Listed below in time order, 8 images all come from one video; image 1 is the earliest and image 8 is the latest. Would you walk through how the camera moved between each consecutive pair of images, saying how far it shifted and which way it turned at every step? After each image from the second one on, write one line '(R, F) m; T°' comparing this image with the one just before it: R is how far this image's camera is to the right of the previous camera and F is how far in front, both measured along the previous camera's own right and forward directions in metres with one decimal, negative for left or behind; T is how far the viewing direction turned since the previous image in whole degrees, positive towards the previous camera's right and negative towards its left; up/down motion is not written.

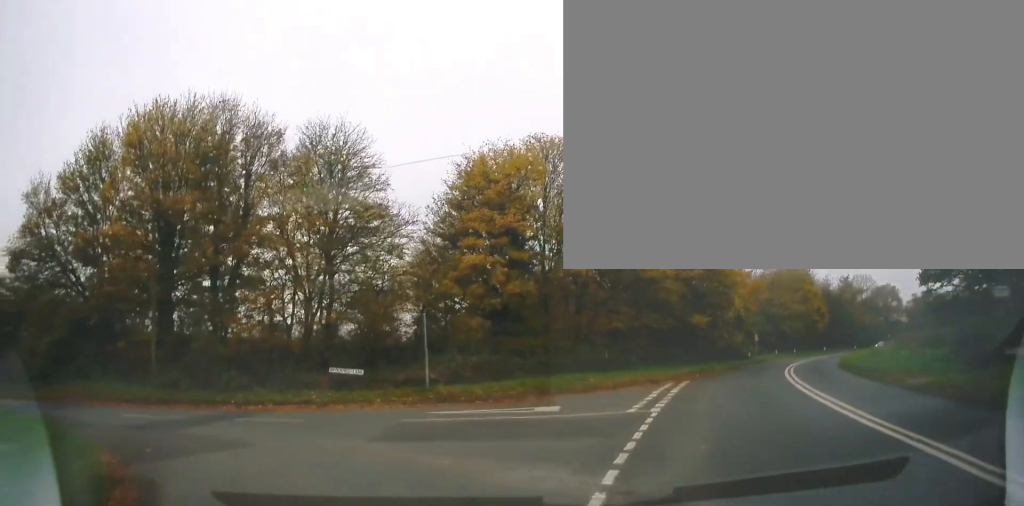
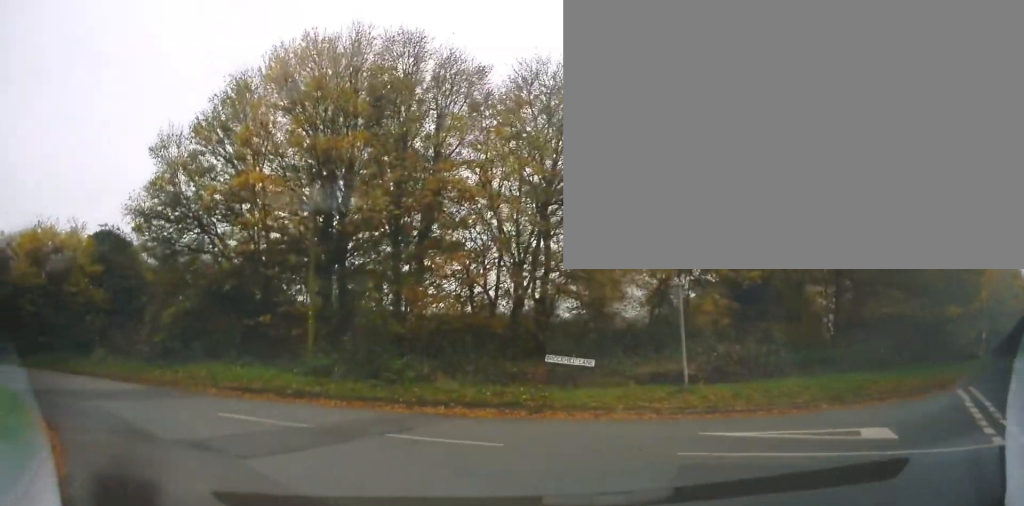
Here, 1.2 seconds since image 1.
(-0.7, +5.2) m; -20°
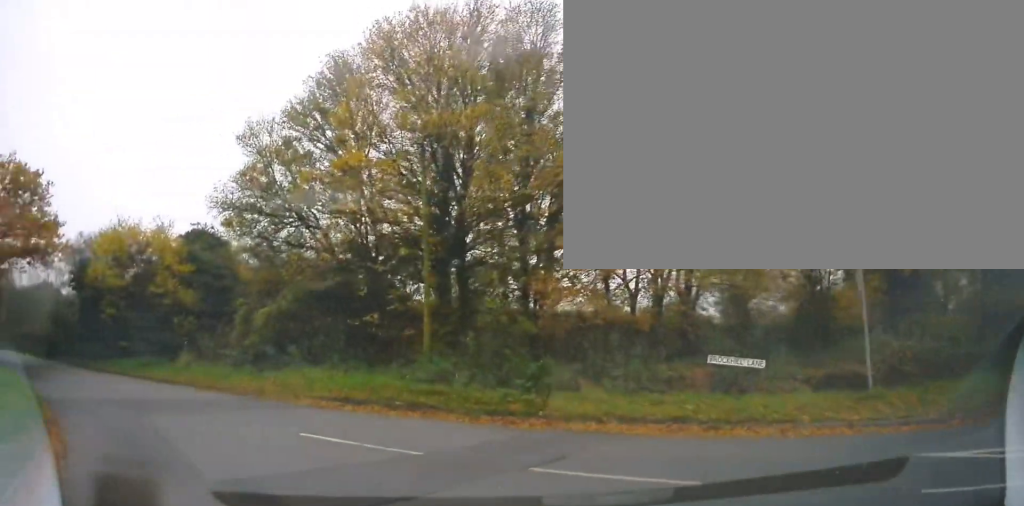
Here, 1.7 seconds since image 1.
(-0.3, +2.4) m; -10°
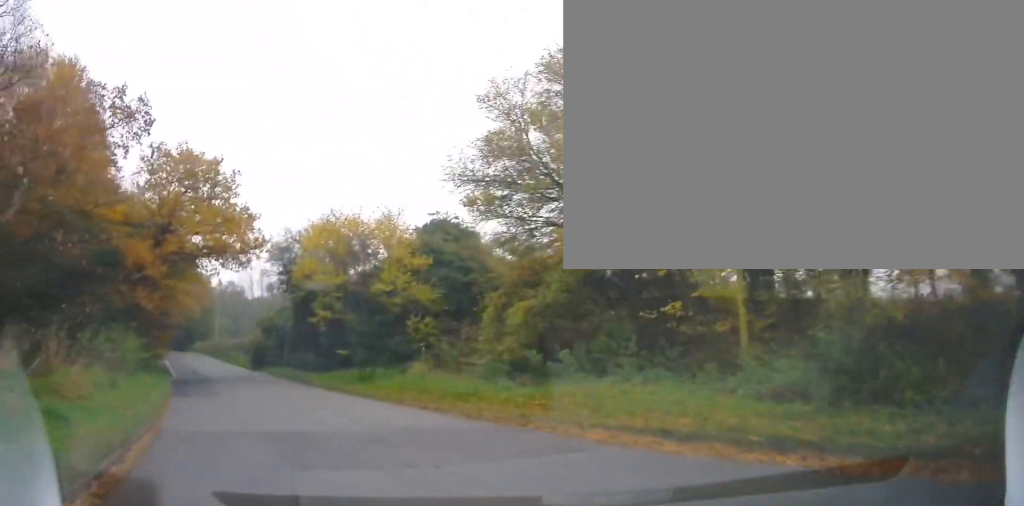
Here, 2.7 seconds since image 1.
(-0.4, +4.3) m; -25°
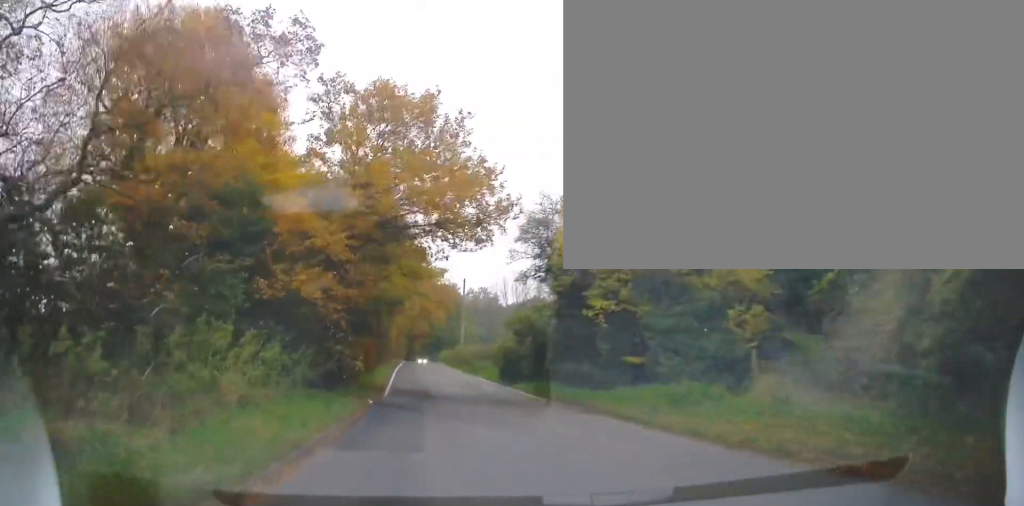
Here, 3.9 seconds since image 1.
(-2.1, +5.9) m; -27°
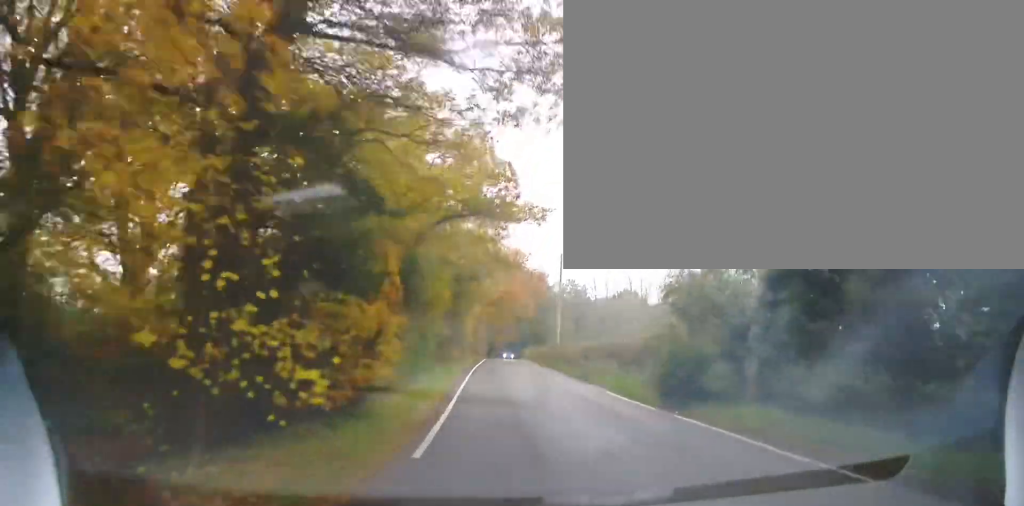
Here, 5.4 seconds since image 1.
(-1.1, +10.5) m; -11°
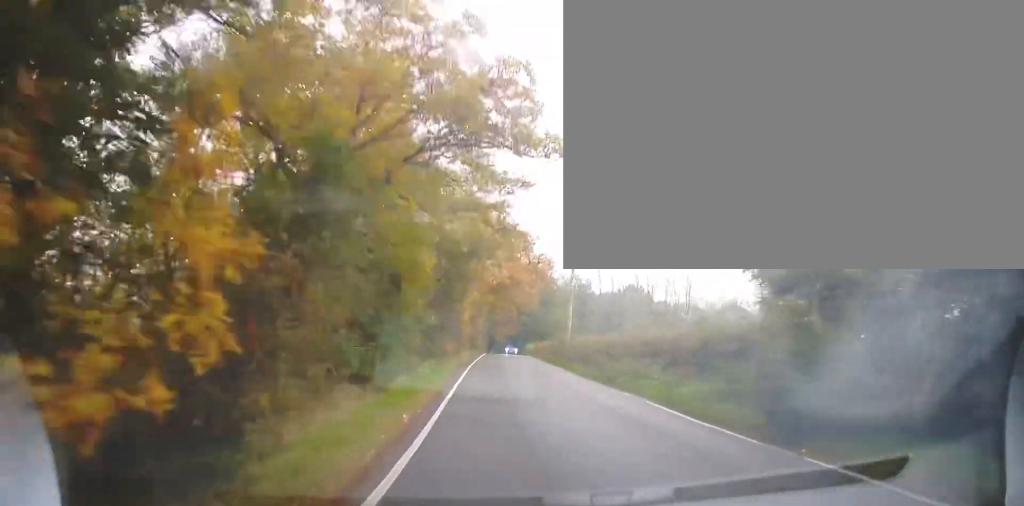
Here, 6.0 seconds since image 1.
(-0.2, +4.8) m; -2°
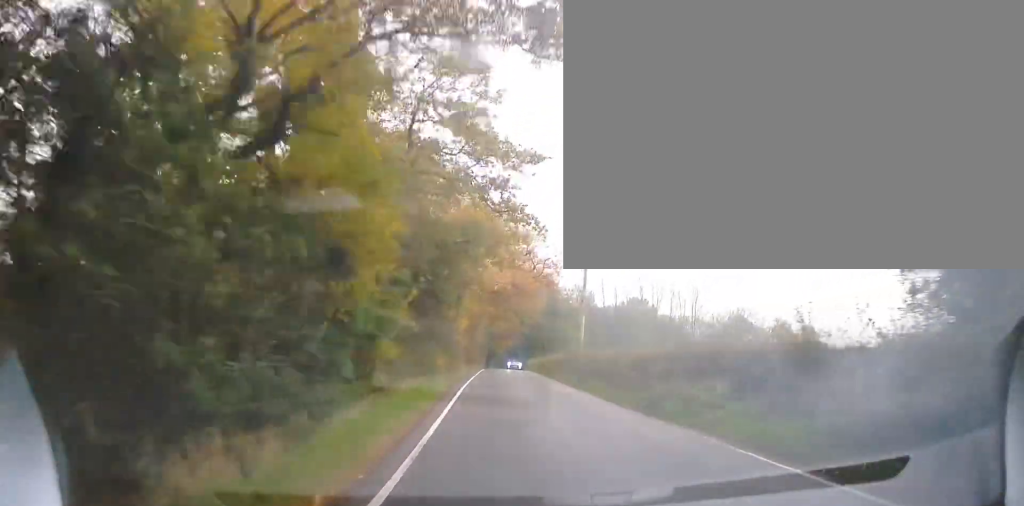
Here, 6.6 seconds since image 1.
(-0.1, +4.2) m; +1°
